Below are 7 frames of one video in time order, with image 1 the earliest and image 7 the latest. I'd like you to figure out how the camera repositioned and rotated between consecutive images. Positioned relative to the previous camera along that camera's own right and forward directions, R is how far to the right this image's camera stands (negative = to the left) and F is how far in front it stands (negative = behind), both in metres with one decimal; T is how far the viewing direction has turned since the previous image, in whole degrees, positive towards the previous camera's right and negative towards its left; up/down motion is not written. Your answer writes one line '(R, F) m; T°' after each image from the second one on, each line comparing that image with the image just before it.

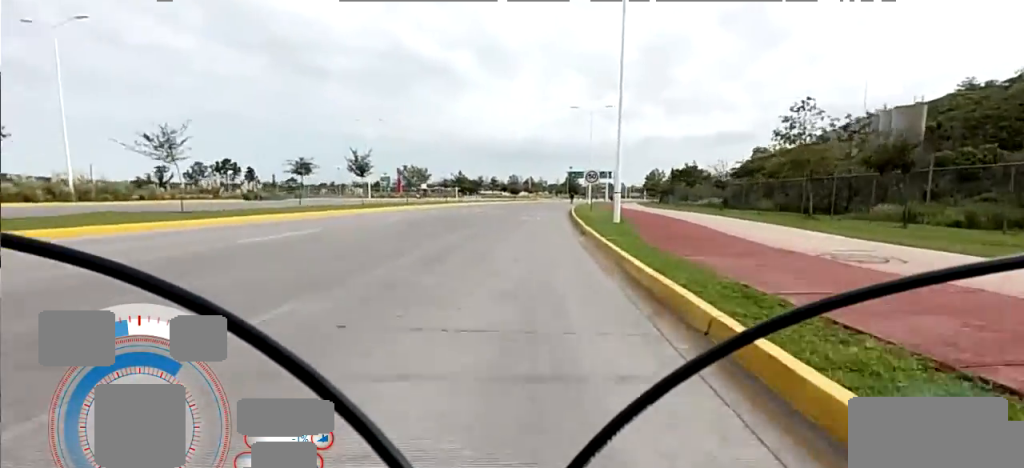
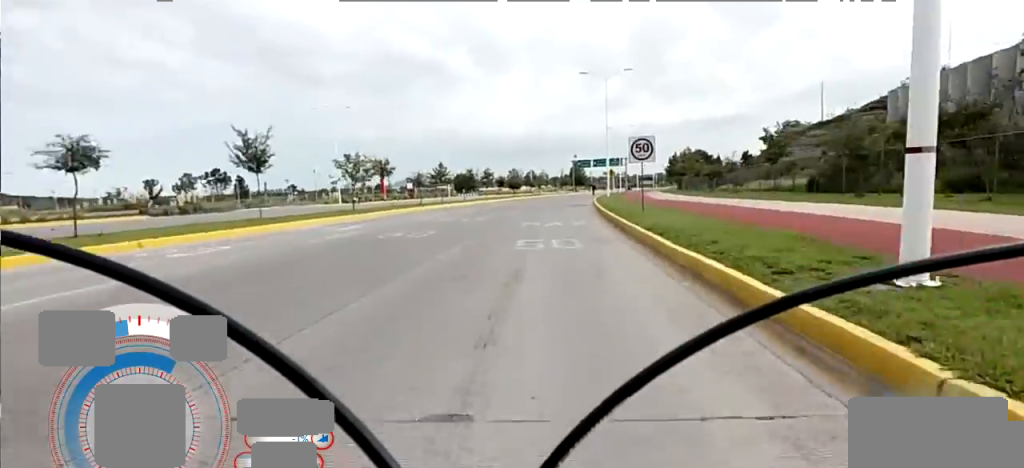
(0.0, +14.6) m; 0°
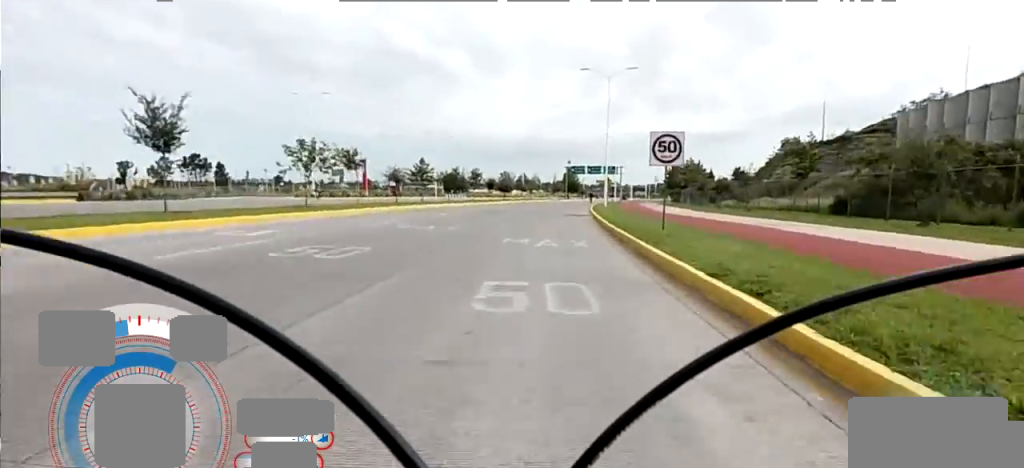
(0.0, +4.8) m; 0°
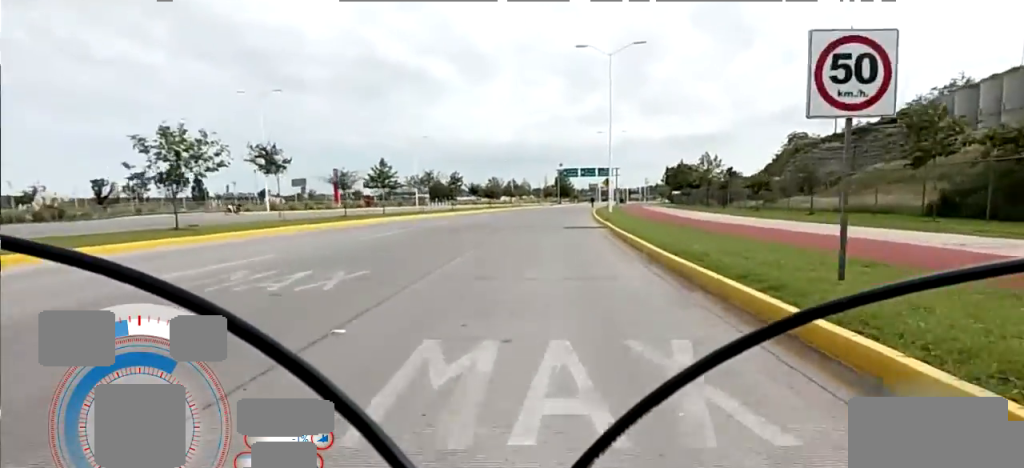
(0.0, +8.6) m; 0°
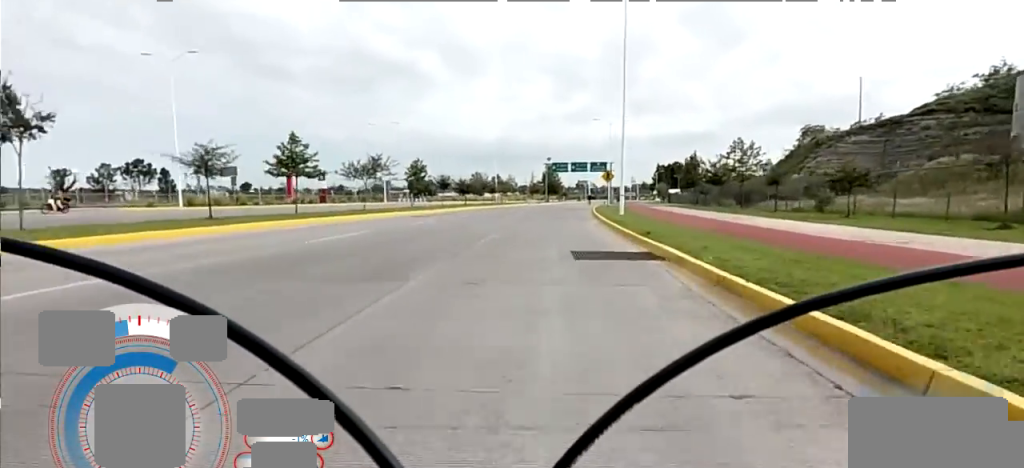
(0.0, +10.7) m; 0°
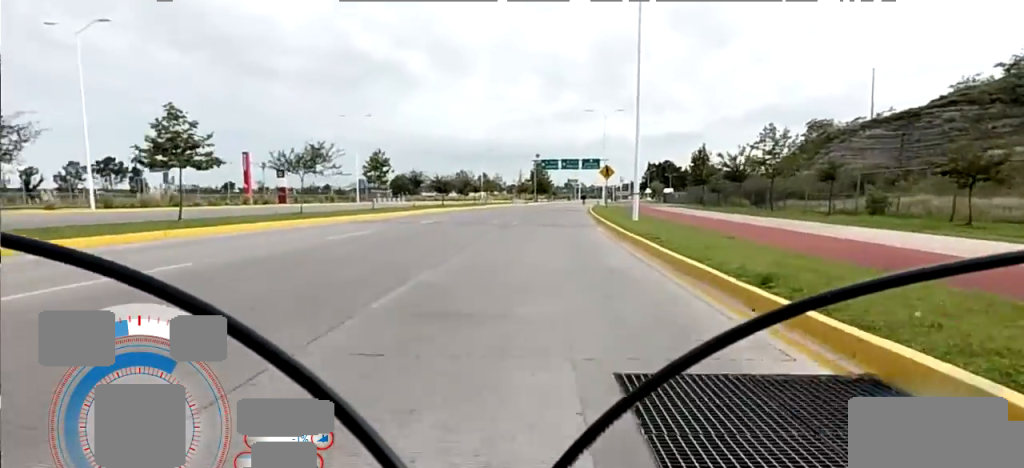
(0.0, +6.6) m; 0°
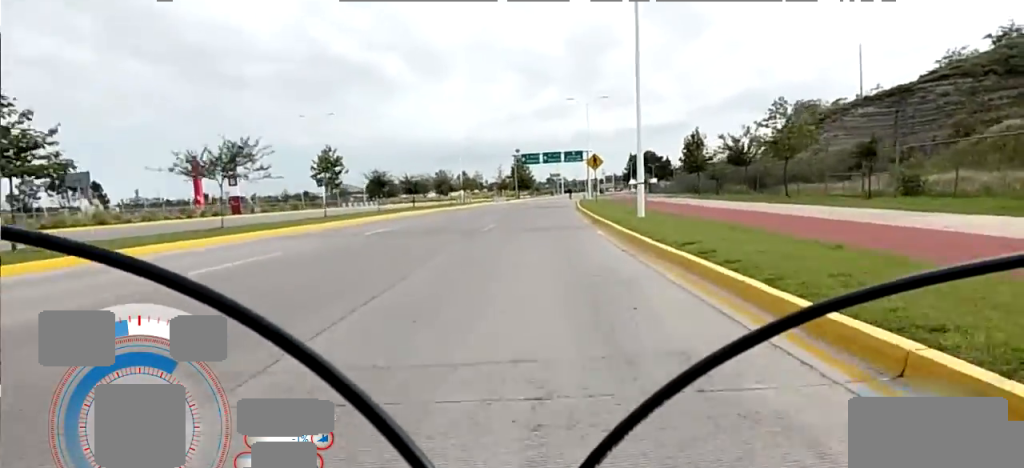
(0.0, +4.2) m; 0°
